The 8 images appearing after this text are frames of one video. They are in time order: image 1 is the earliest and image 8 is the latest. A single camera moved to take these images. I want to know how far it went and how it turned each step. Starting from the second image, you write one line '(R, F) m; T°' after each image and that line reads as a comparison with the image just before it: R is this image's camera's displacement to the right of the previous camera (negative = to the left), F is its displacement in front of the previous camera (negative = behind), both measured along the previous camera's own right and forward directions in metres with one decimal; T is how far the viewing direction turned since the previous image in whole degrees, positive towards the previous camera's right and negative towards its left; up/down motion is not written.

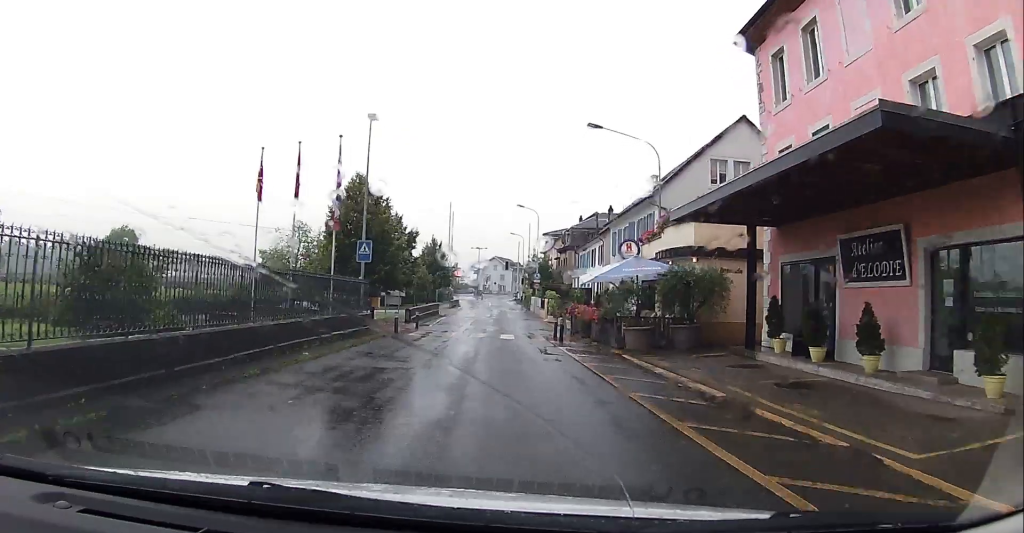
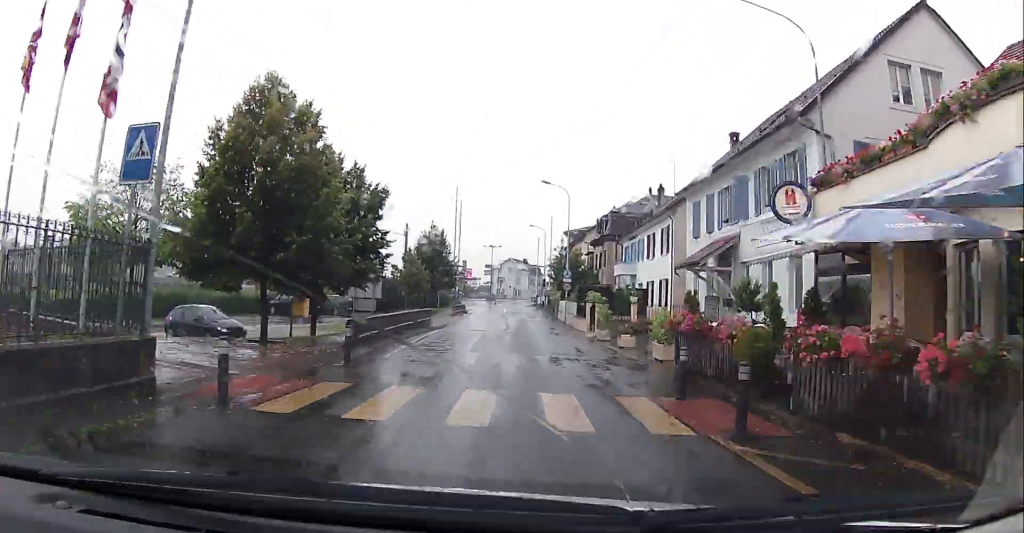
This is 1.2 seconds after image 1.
(+4.0, +15.9) m; +14°
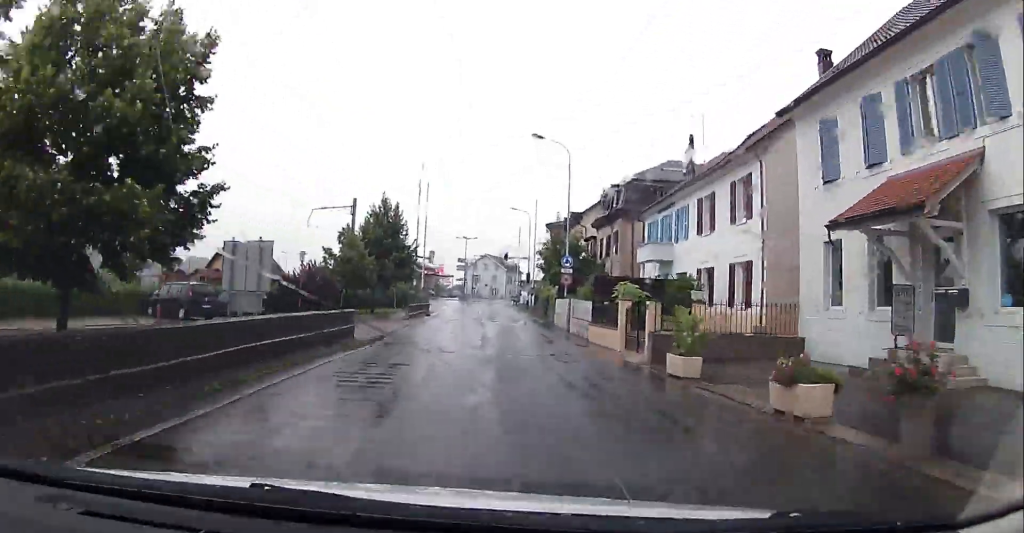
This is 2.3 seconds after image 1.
(-1.5, +15.5) m; -7°
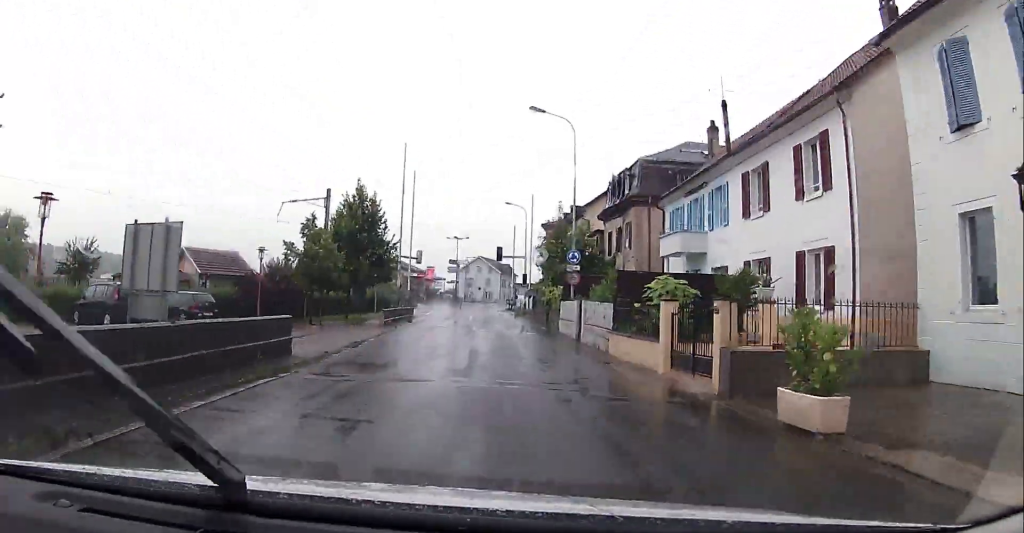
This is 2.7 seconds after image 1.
(0.0, +6.3) m; -1°
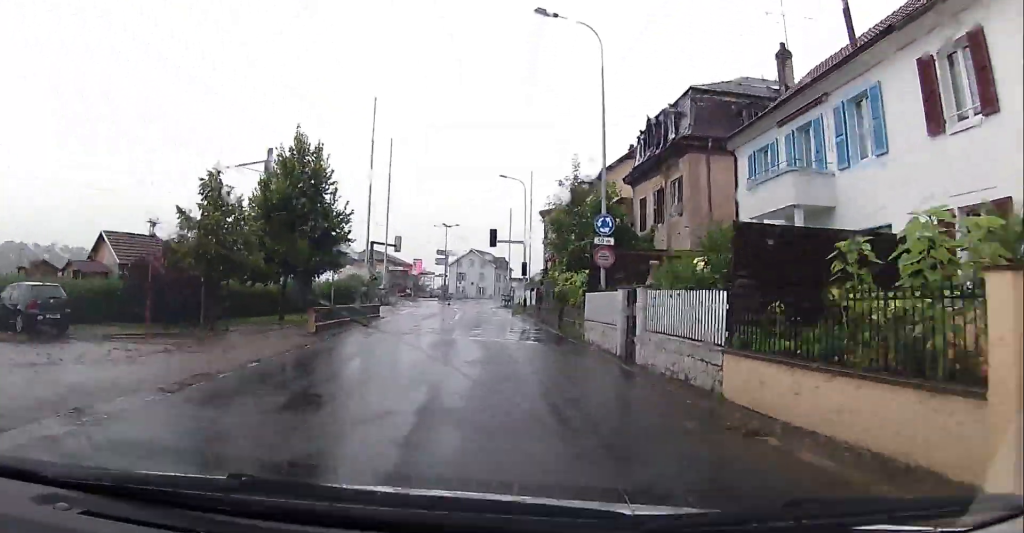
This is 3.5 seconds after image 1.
(0.0, +11.1) m; -1°
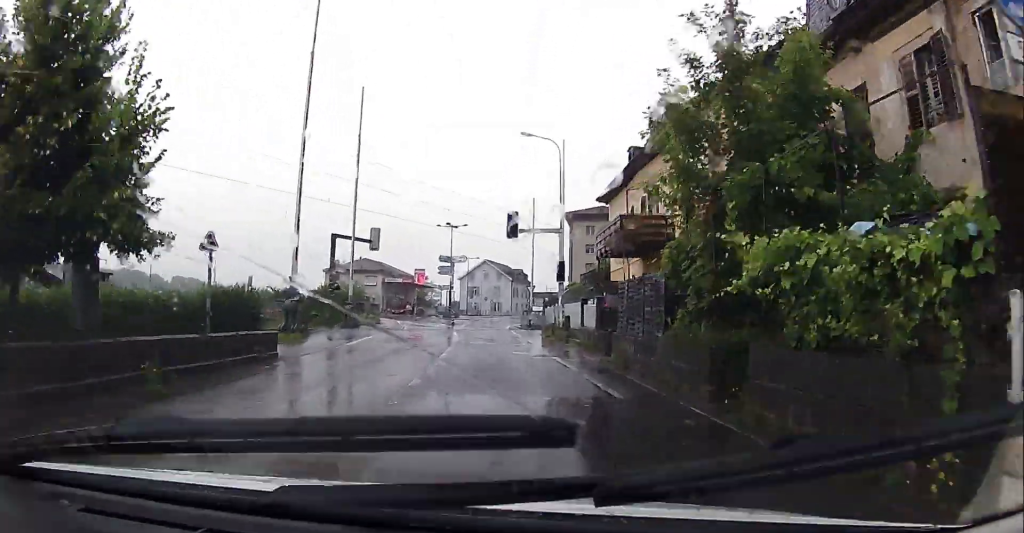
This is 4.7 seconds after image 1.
(-0.4, +17.9) m; -1°
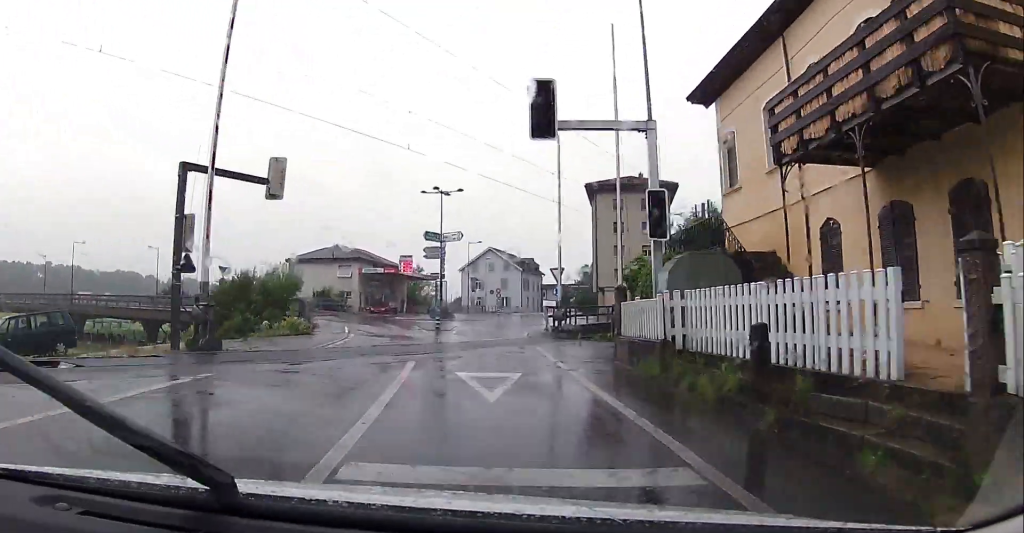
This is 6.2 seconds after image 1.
(+0.2, +19.4) m; 0°
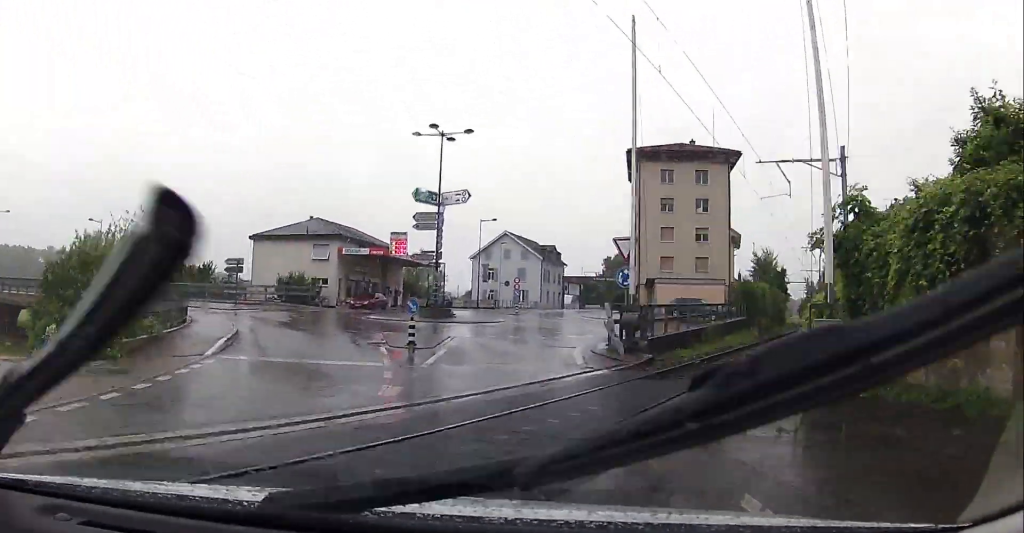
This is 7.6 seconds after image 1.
(-0.5, +15.5) m; -3°
